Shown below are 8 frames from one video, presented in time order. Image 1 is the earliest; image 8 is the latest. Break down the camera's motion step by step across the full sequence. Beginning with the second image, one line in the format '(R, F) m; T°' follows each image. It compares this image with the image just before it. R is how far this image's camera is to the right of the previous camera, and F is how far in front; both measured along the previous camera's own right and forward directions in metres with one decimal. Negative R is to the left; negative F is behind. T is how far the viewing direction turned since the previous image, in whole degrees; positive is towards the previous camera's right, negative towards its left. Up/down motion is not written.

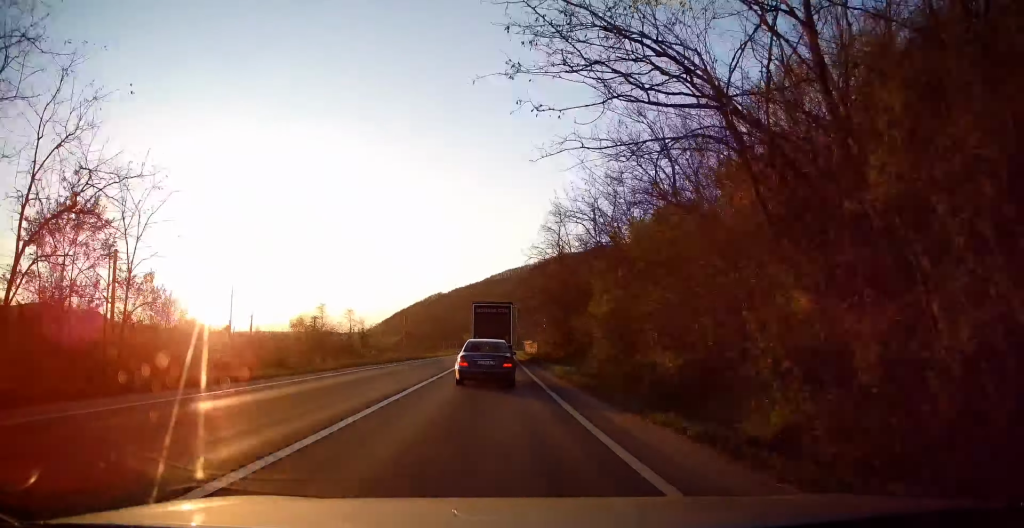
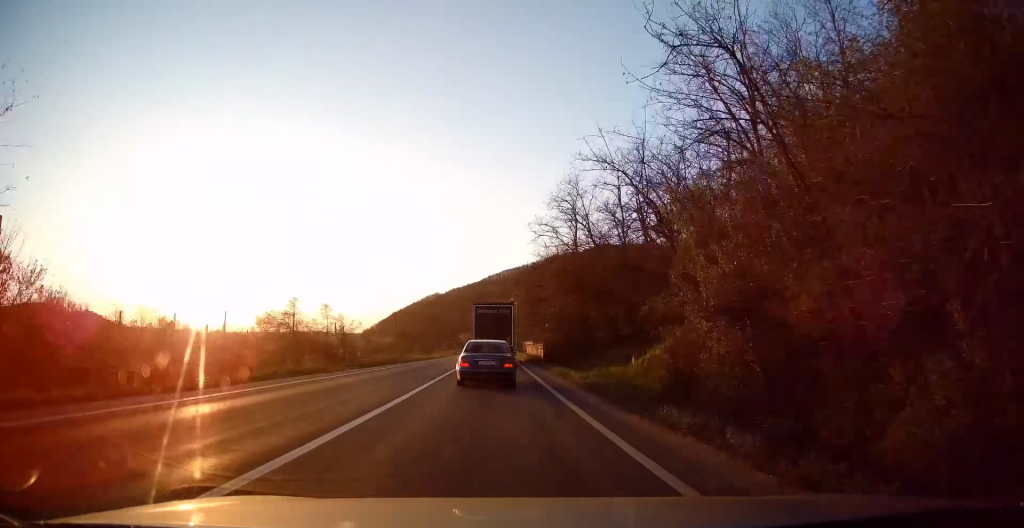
(+0.2, +8.6) m; +1°
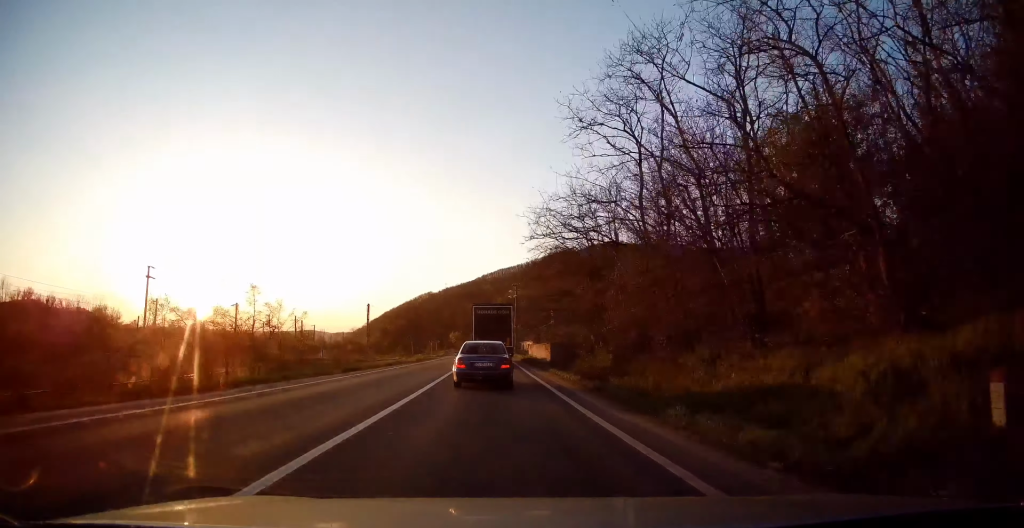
(+0.4, +17.0) m; +1°
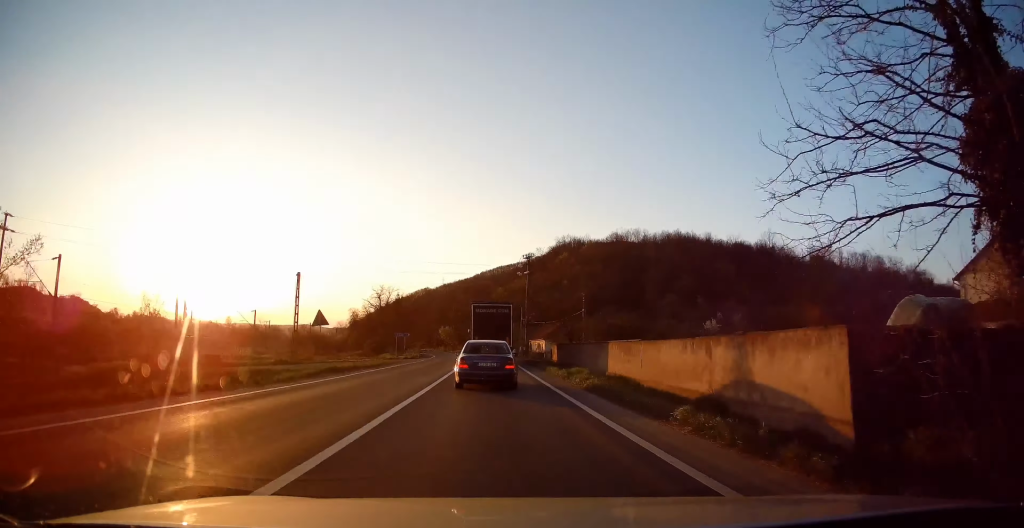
(+0.2, +29.2) m; +2°
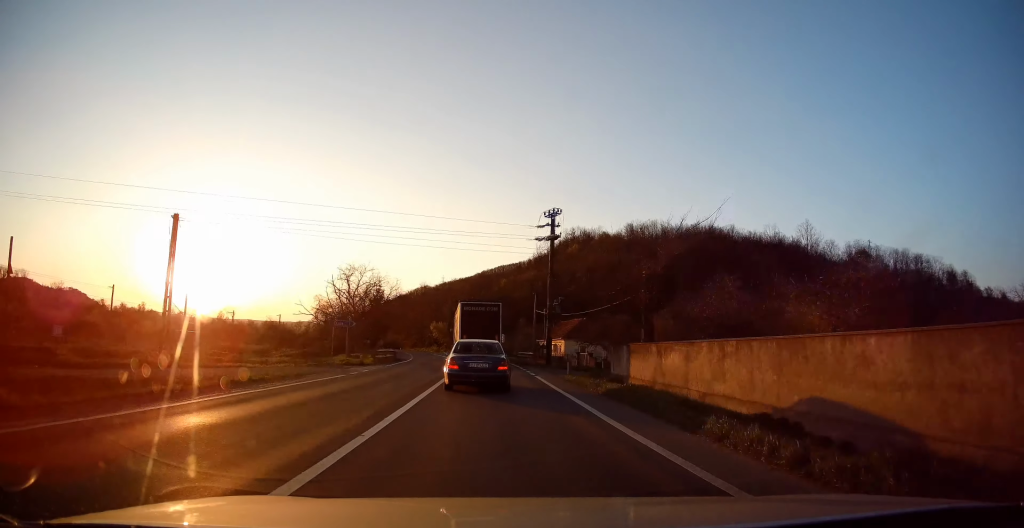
(0.0, +21.8) m; 0°
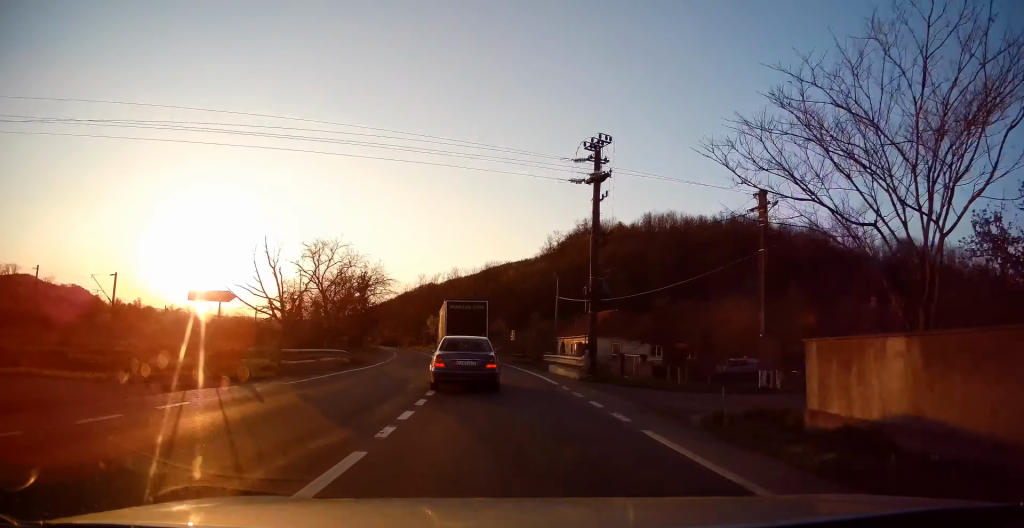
(-0.1, +15.4) m; -1°
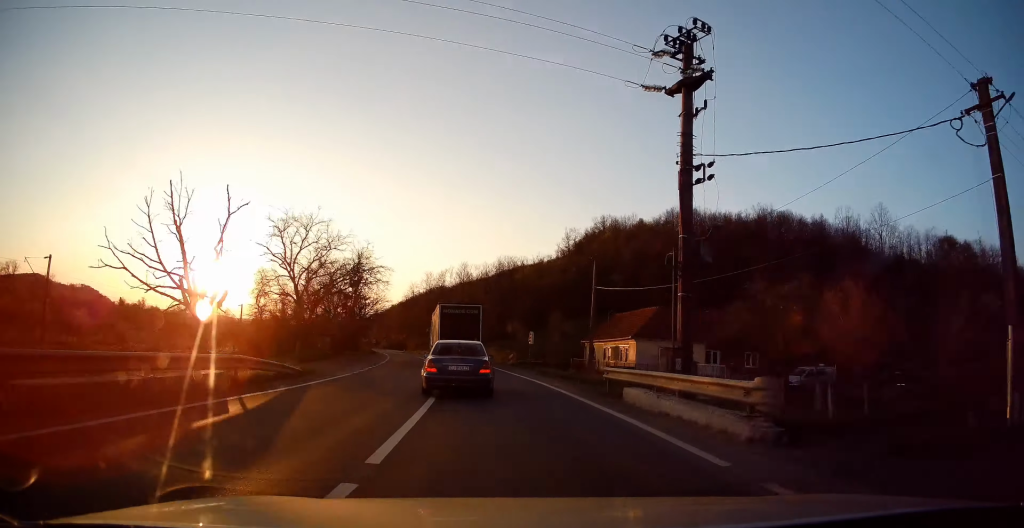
(-0.1, +11.4) m; -1°
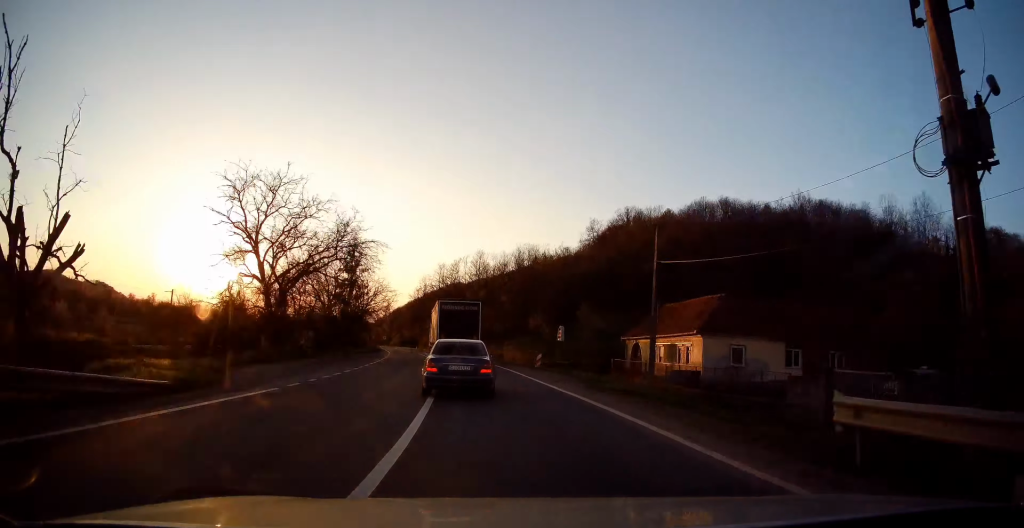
(-0.1, +10.1) m; -1°
